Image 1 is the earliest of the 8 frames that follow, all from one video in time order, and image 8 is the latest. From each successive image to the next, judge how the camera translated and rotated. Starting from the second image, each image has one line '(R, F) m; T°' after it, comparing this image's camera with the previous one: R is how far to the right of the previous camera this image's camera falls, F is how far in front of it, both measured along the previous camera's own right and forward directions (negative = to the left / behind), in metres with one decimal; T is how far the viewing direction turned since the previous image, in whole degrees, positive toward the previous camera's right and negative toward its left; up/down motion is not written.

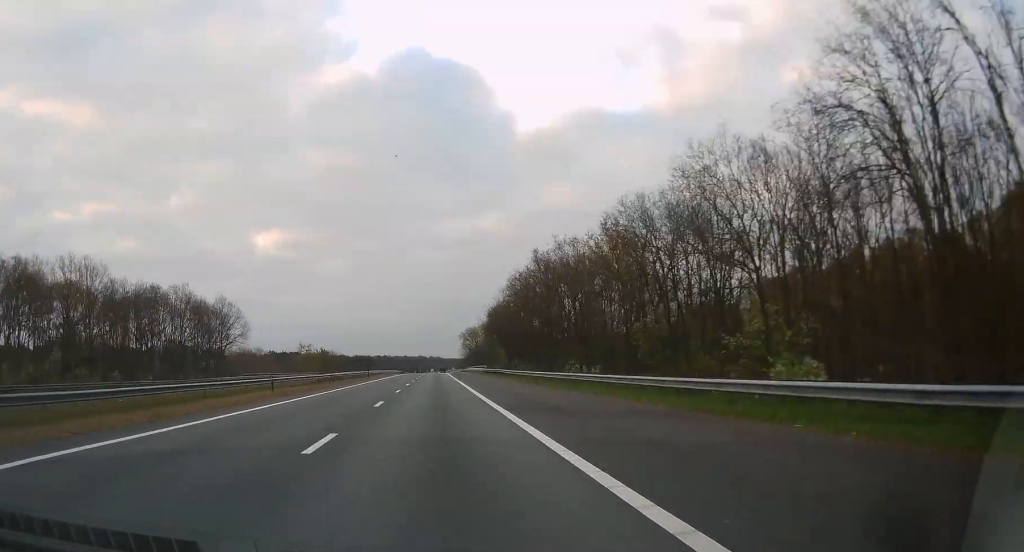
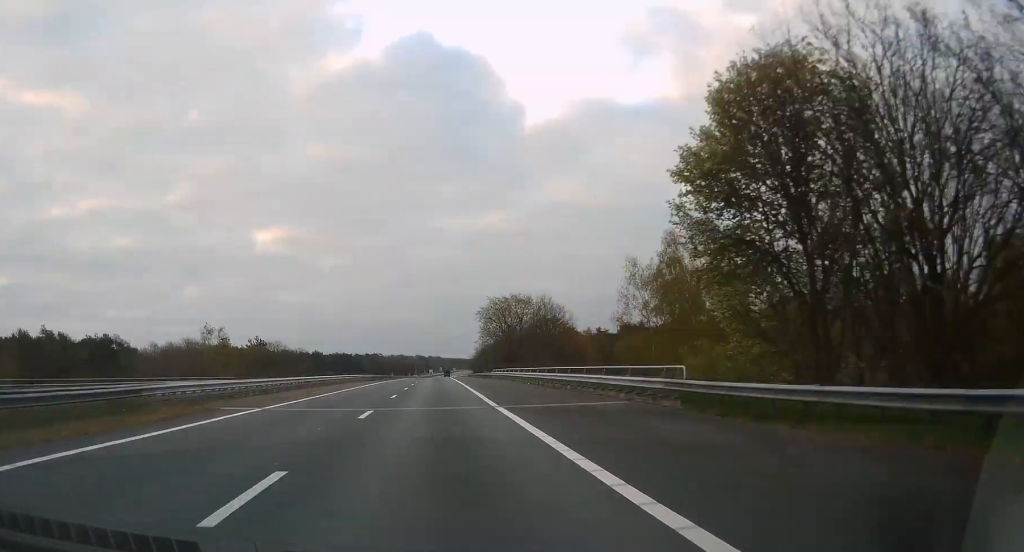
(0.0, +58.8) m; 0°
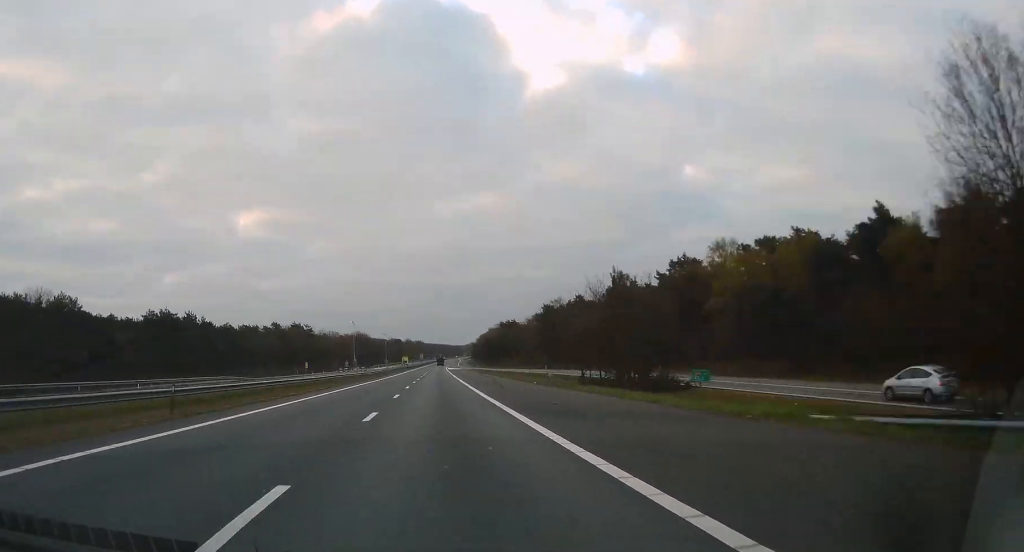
(+0.1, +169.4) m; +1°
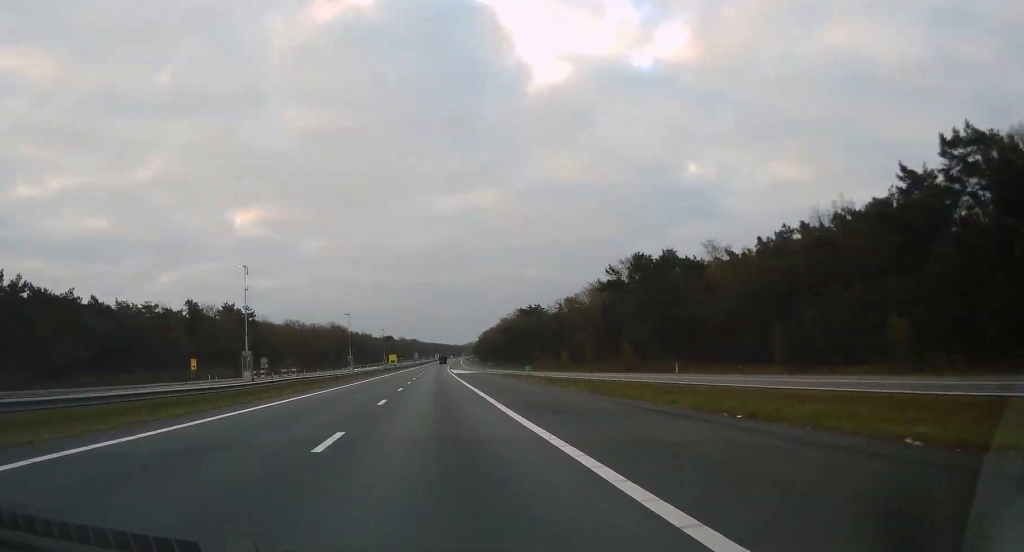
(+0.8, +63.0) m; +1°
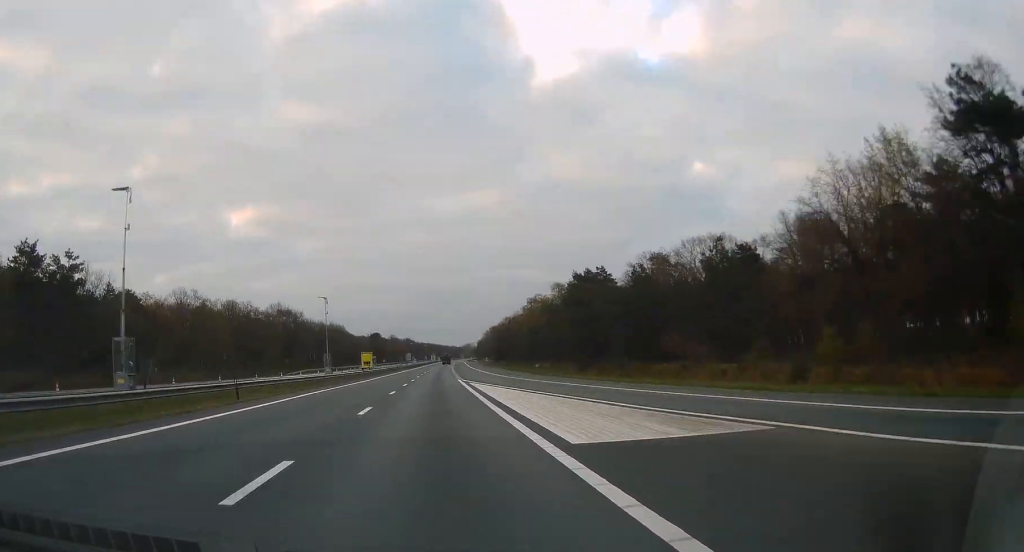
(+0.5, +72.0) m; +1°
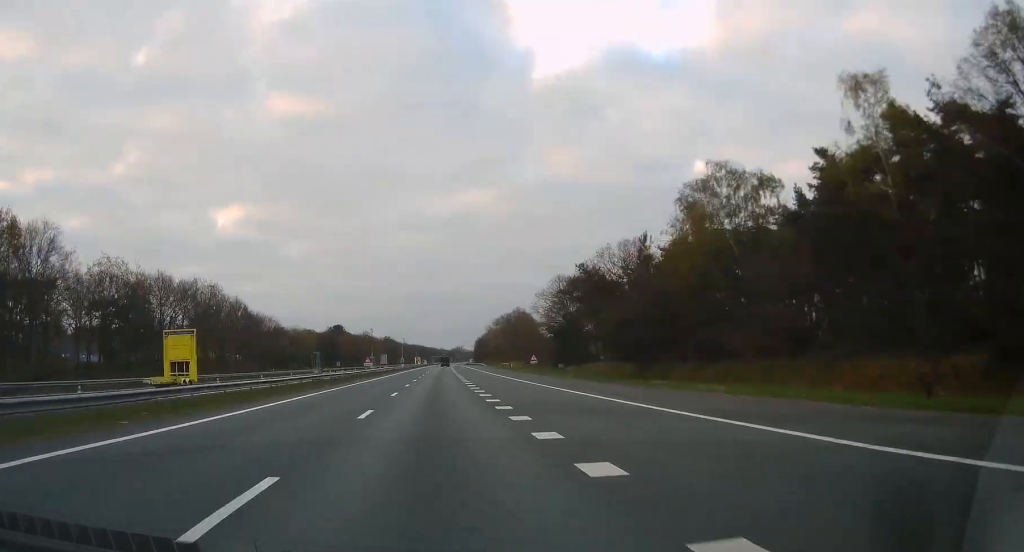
(+0.9, +103.6) m; +1°
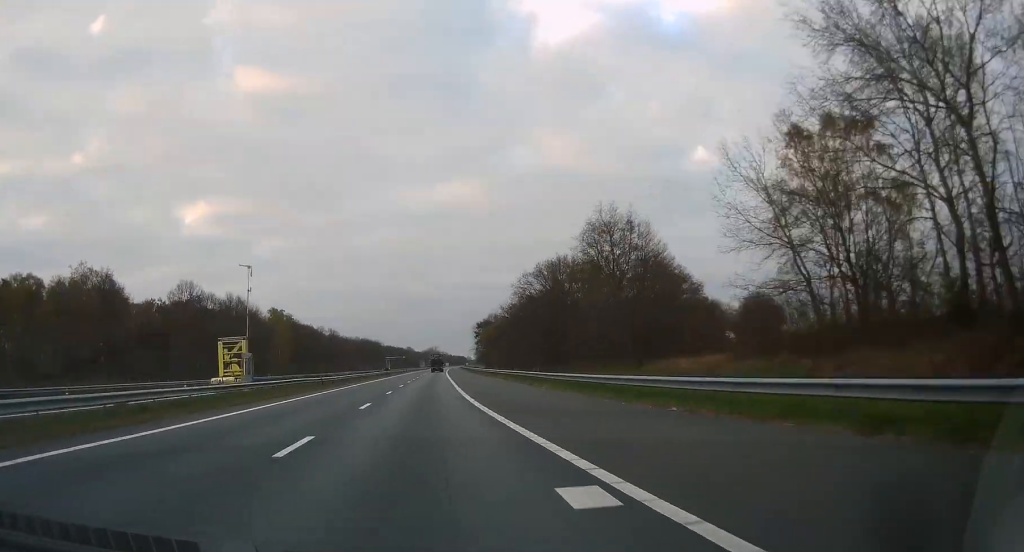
(+3.9, +252.1) m; +2°
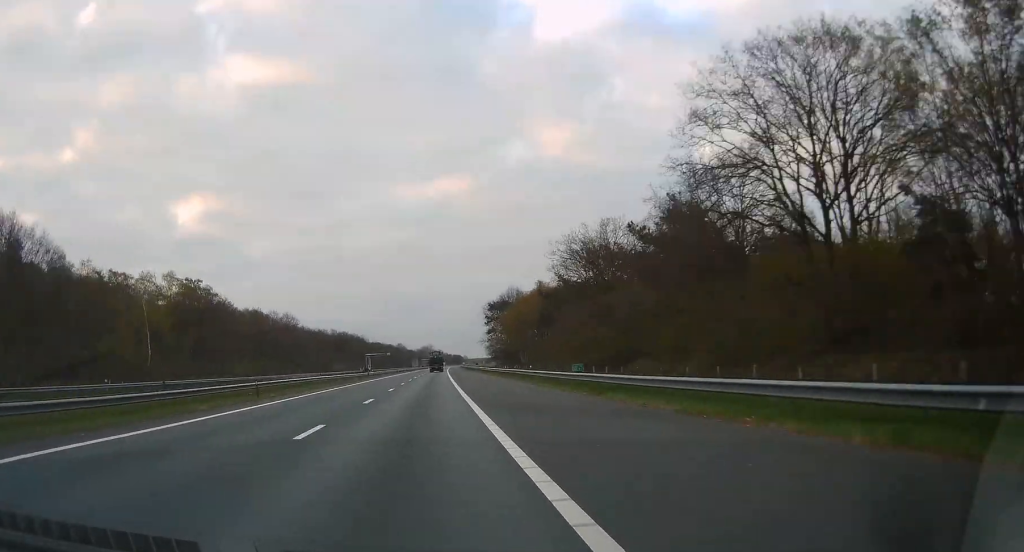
(-0.1, +71.7) m; 0°
